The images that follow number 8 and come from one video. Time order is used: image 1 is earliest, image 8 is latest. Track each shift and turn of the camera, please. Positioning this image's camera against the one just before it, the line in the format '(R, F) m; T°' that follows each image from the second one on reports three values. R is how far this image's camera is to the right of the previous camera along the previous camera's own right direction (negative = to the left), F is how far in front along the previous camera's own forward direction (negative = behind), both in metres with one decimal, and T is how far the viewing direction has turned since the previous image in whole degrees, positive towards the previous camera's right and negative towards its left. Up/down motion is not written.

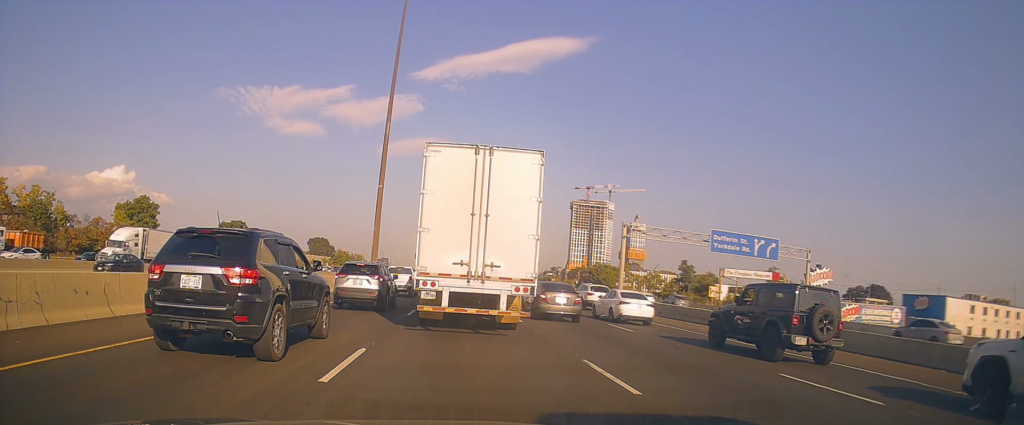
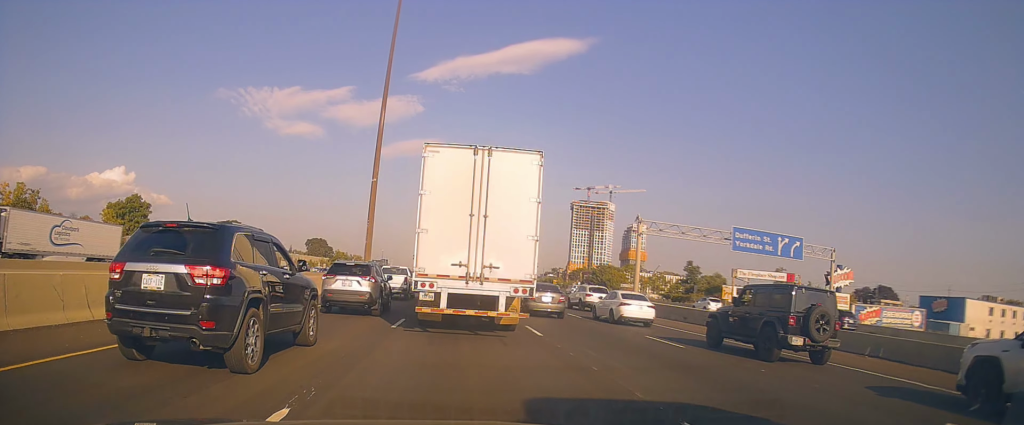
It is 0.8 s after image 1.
(-0.4, +4.6) m; -1°
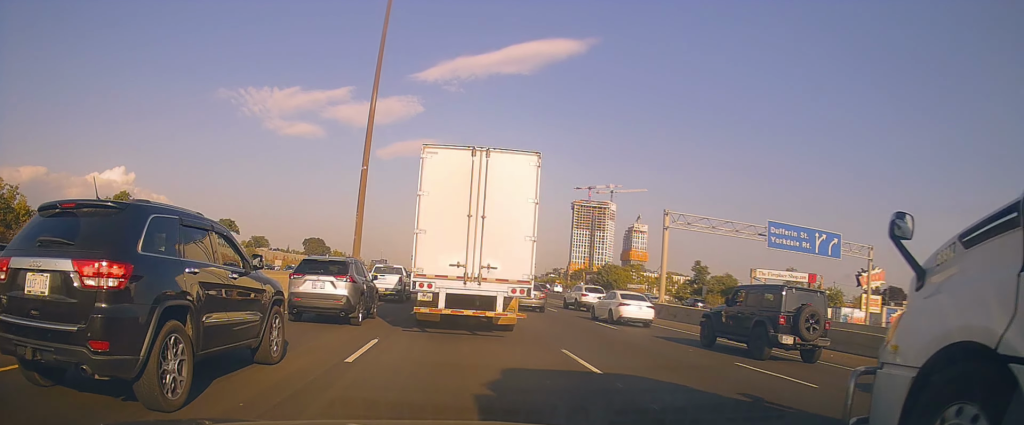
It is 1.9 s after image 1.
(+0.3, +6.1) m; 0°
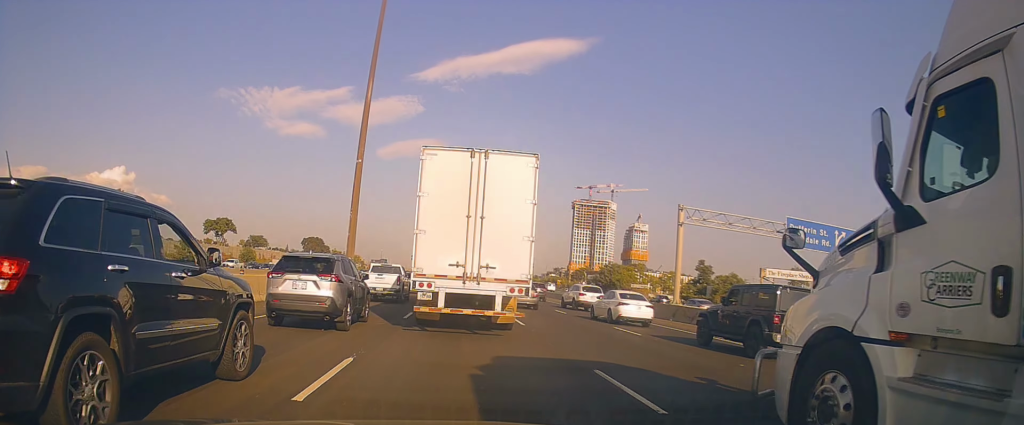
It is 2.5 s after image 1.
(-0.2, +2.8) m; +3°
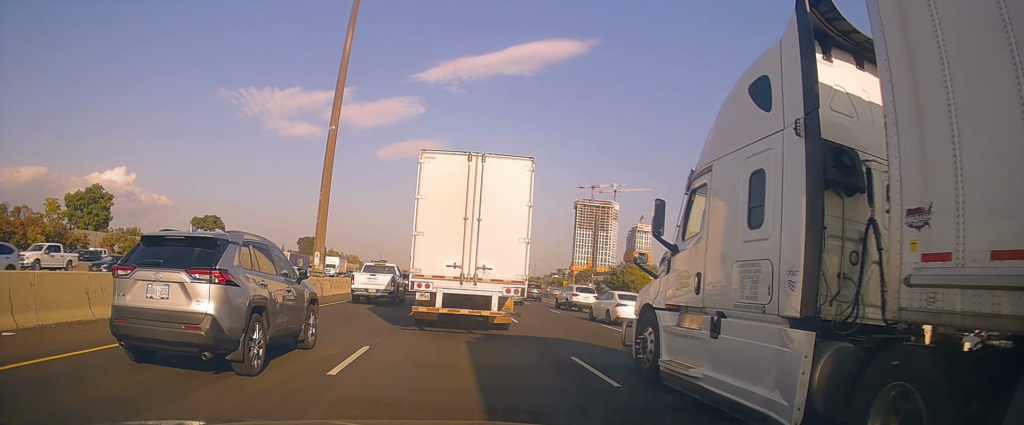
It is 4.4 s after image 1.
(+0.5, +10.4) m; -2°
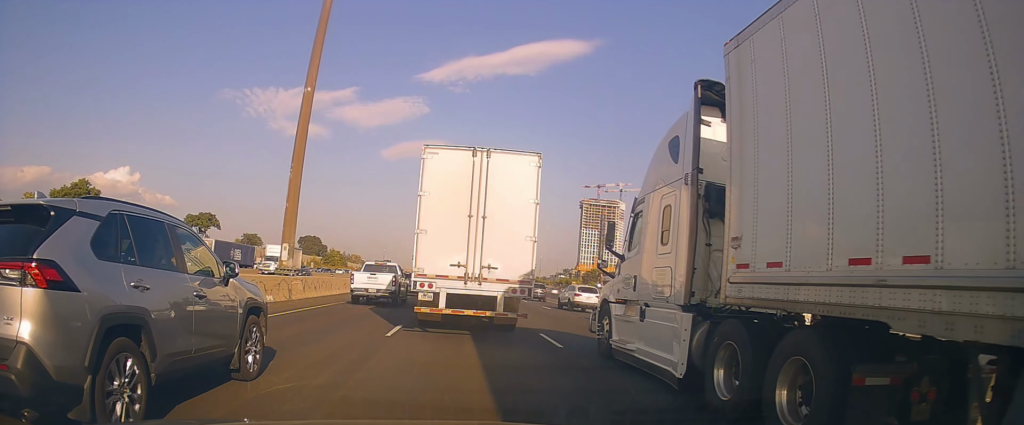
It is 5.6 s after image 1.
(-0.7, +7.4) m; -1°
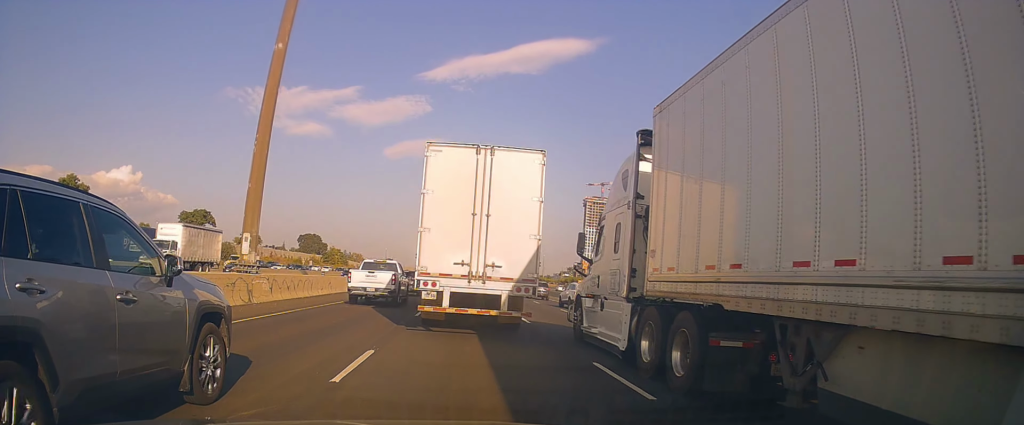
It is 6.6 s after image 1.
(+0.4, +5.8) m; +1°
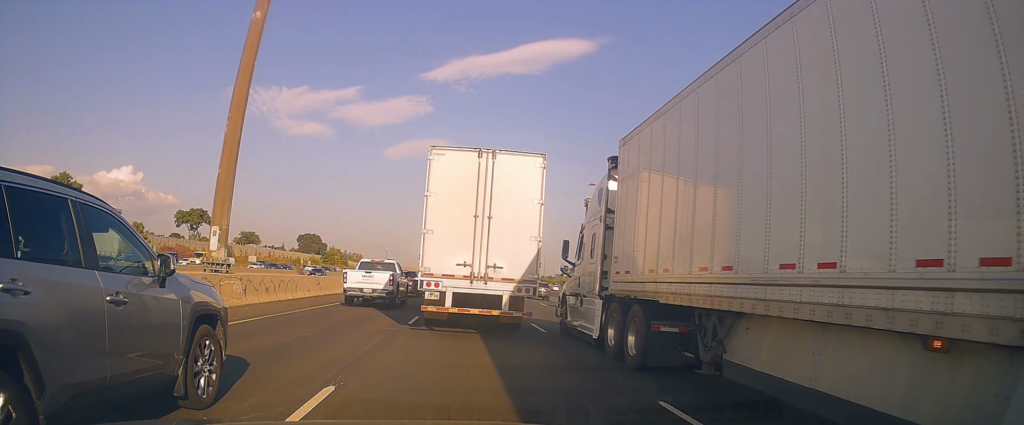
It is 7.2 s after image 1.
(+0.1, +3.4) m; -1°
